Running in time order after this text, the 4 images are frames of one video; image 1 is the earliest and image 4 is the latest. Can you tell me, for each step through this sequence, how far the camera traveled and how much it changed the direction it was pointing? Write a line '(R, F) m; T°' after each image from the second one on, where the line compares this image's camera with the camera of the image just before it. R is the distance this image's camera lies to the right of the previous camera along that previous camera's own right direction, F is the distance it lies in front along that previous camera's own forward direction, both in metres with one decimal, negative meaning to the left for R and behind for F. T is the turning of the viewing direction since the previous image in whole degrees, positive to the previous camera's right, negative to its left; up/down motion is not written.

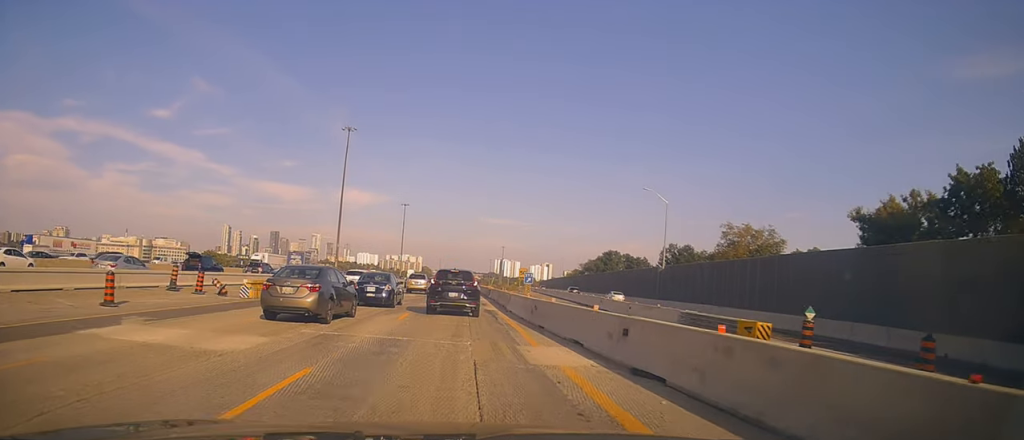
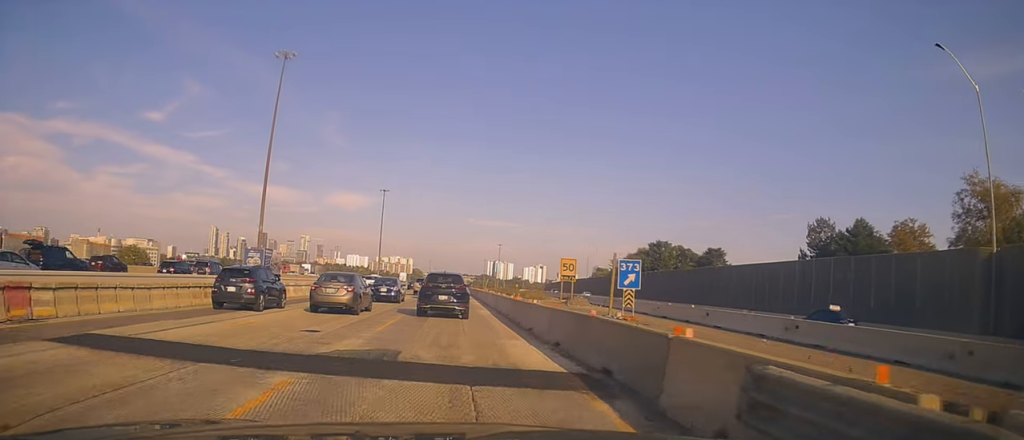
(-0.6, +48.6) m; 0°
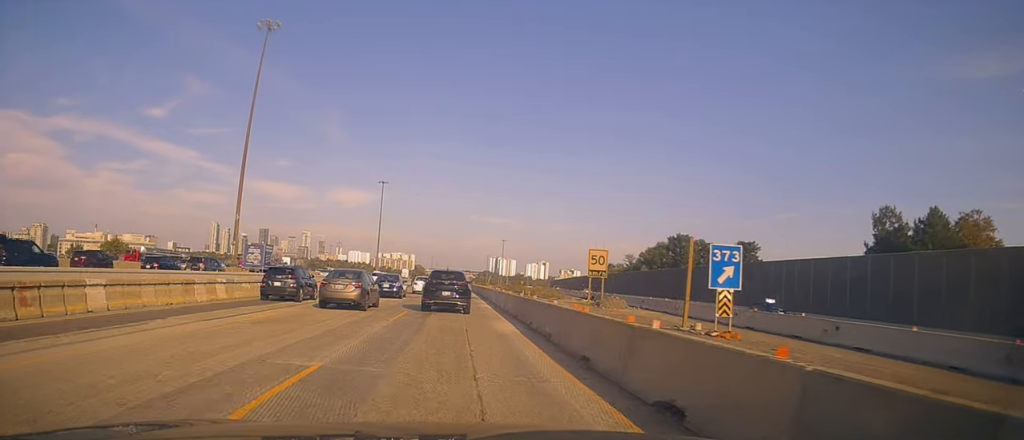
(+0.4, +10.4) m; +2°
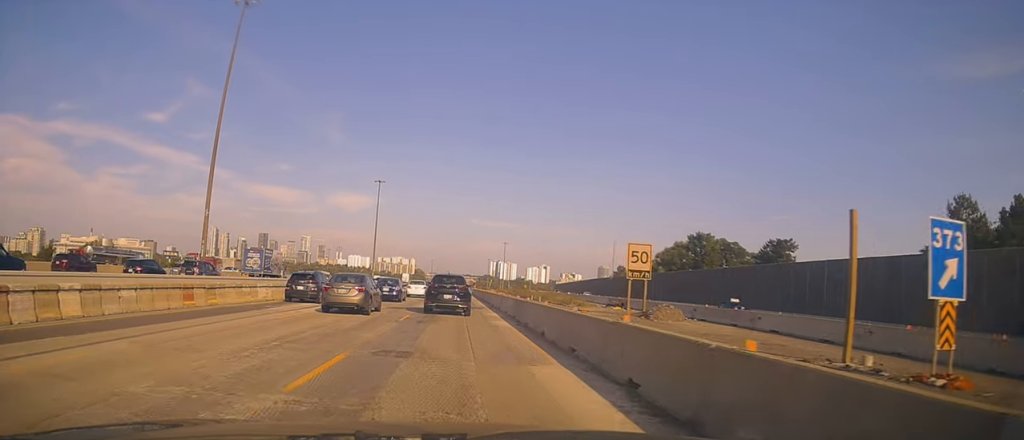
(+0.1, +9.6) m; -1°
